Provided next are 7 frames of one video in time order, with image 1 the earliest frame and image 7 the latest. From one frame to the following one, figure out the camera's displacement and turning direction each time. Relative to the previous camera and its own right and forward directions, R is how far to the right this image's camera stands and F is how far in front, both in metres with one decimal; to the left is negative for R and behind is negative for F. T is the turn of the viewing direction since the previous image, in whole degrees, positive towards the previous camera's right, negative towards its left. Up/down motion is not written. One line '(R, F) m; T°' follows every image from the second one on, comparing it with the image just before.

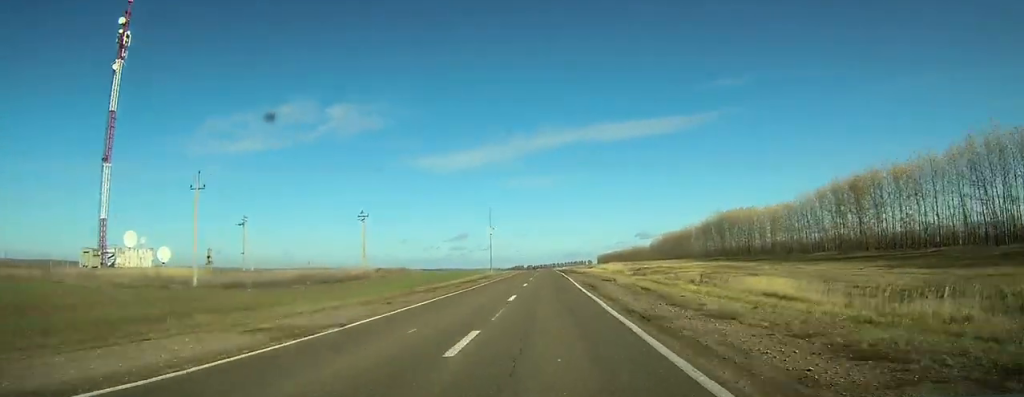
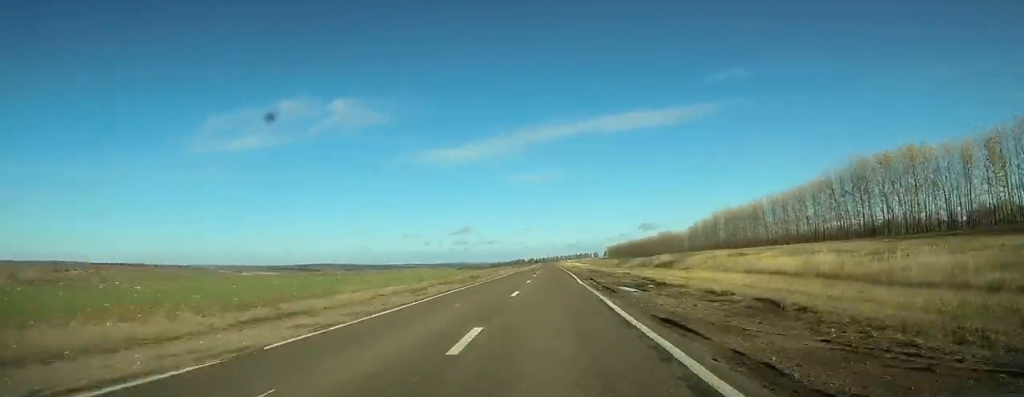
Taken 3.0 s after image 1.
(-0.2, +86.5) m; 0°
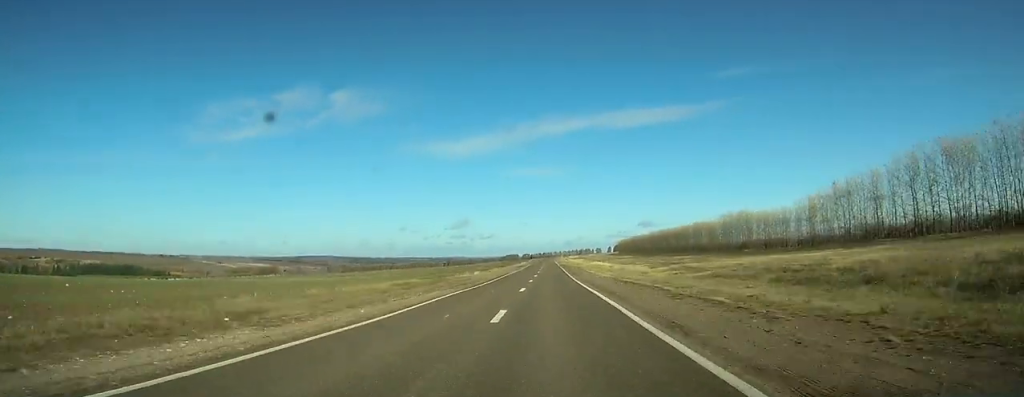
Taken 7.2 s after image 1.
(+0.2, +128.1) m; 0°
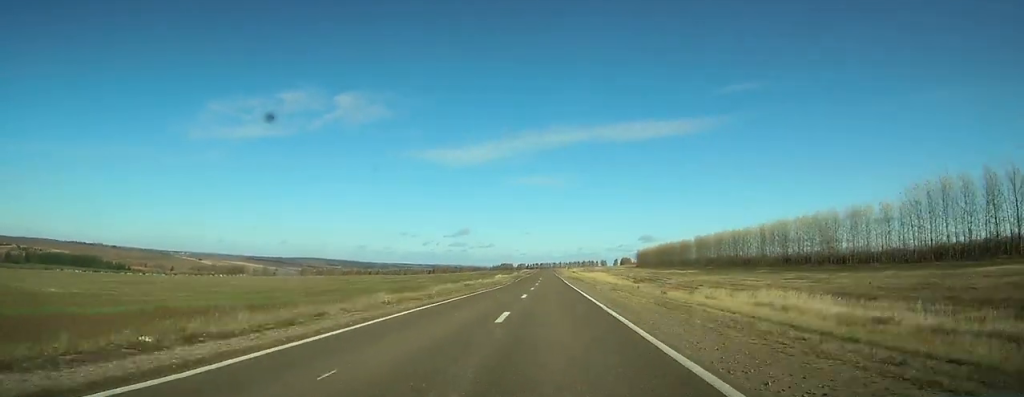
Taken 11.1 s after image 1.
(-0.2, +112.7) m; 0°
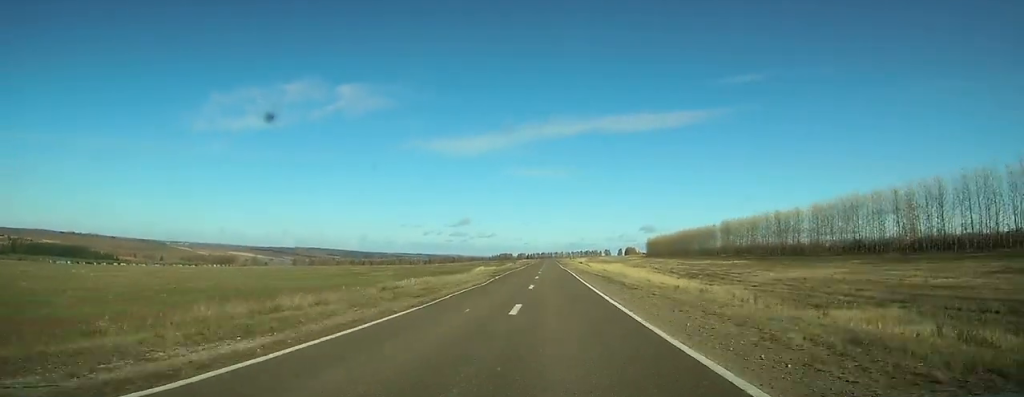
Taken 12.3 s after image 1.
(0.0, +34.3) m; 0°
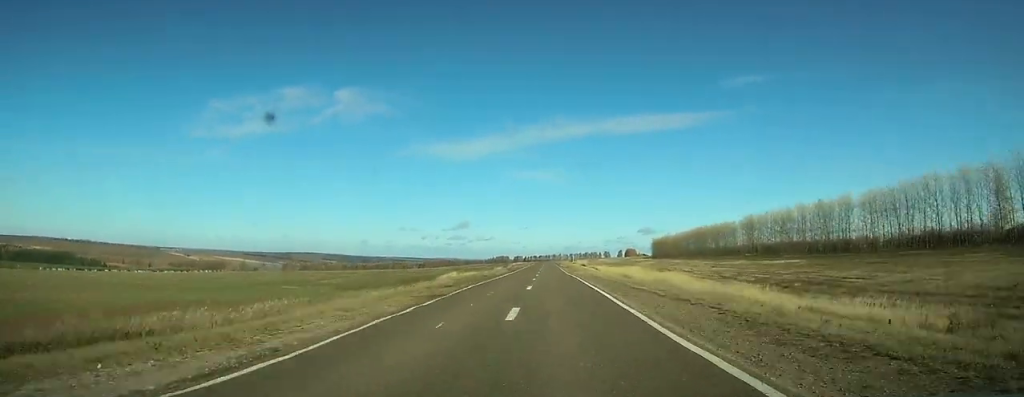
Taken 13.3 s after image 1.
(0.0, +24.8) m; 0°
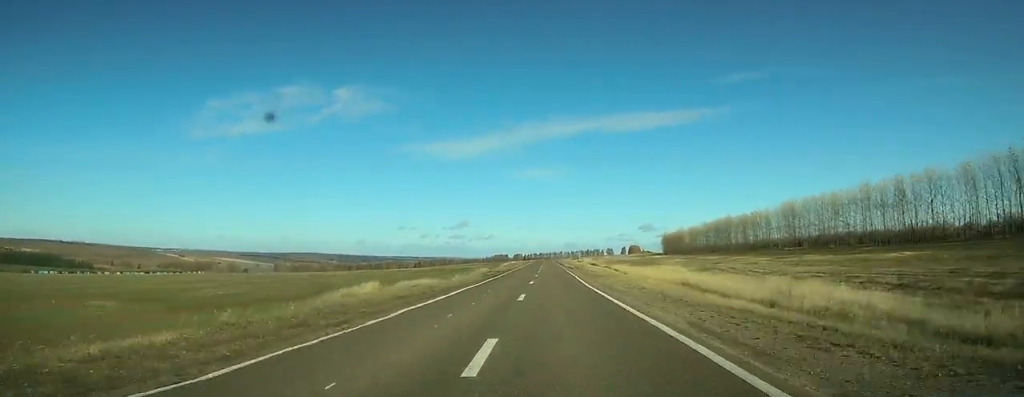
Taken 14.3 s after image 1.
(0.0, +29.2) m; 0°
